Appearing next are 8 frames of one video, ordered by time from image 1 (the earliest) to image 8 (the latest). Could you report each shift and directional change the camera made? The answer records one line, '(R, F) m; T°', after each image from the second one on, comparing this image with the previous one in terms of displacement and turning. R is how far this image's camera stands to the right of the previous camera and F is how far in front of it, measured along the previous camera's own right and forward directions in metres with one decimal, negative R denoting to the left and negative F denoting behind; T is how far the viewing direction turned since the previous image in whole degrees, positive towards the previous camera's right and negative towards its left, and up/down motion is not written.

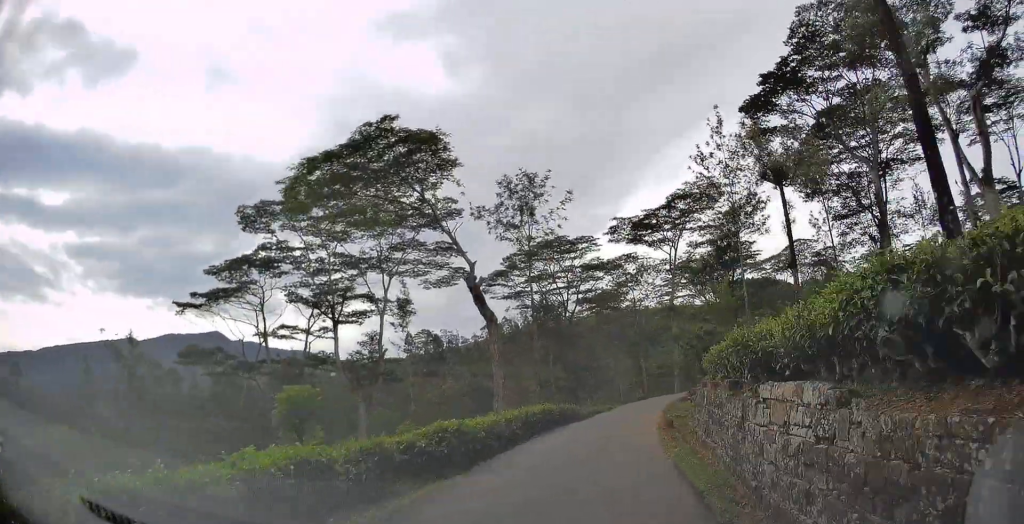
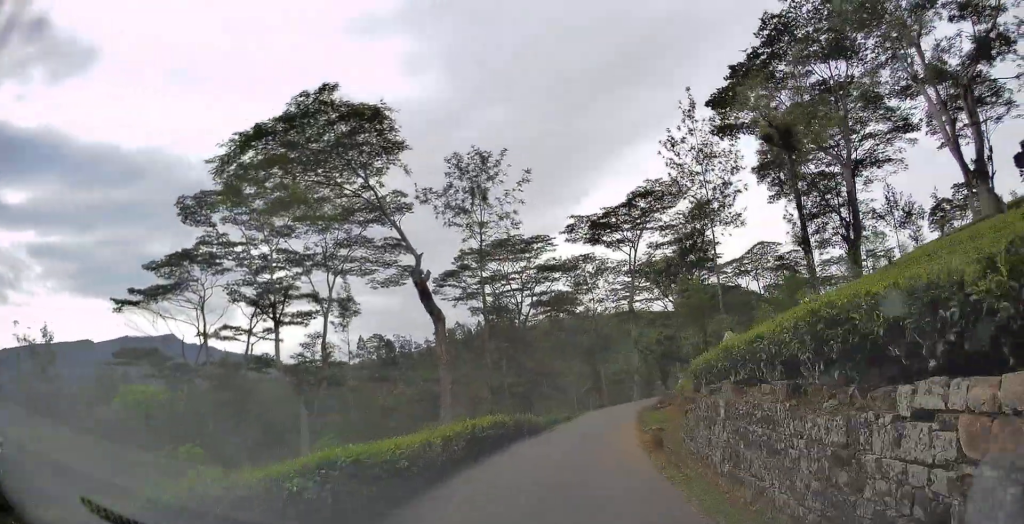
(+0.2, +4.0) m; +3°
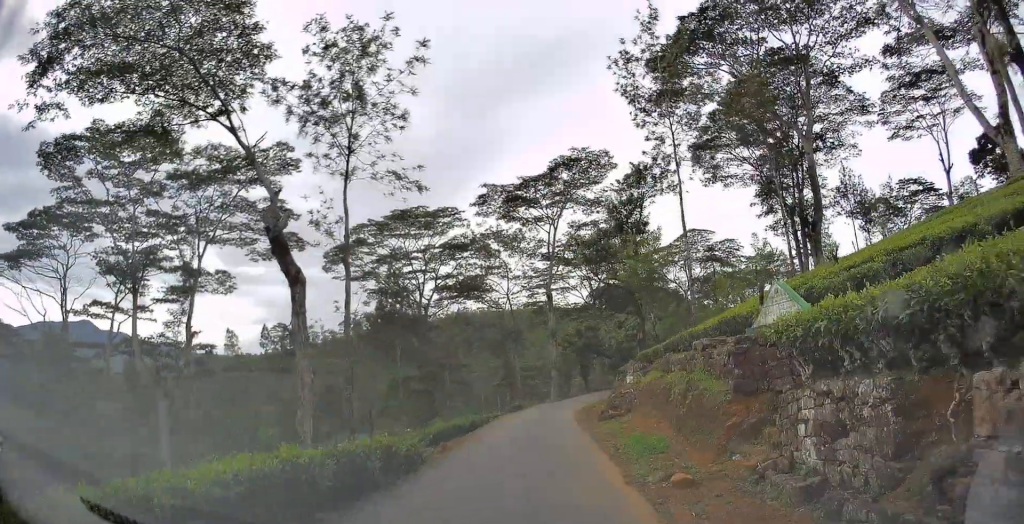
(+0.6, +10.8) m; +7°
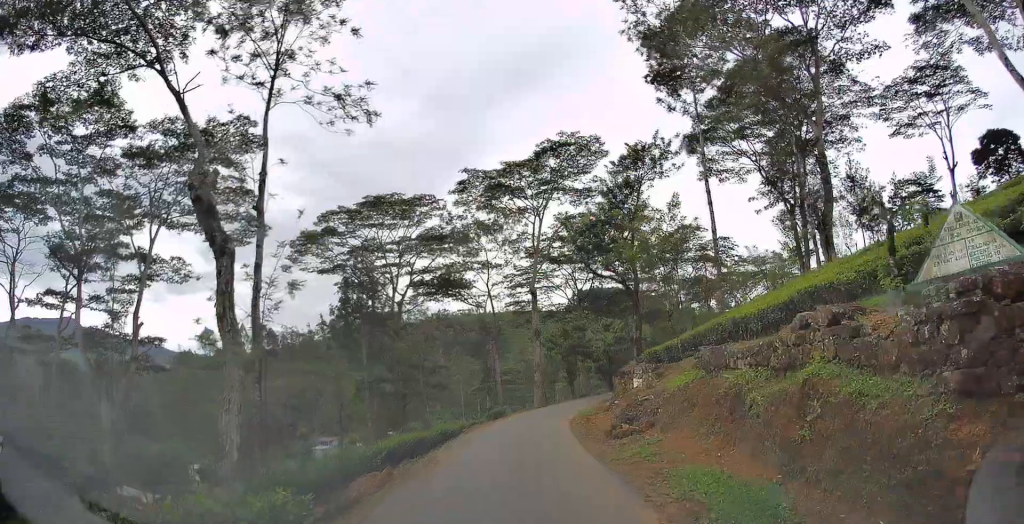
(+0.2, +5.8) m; +3°
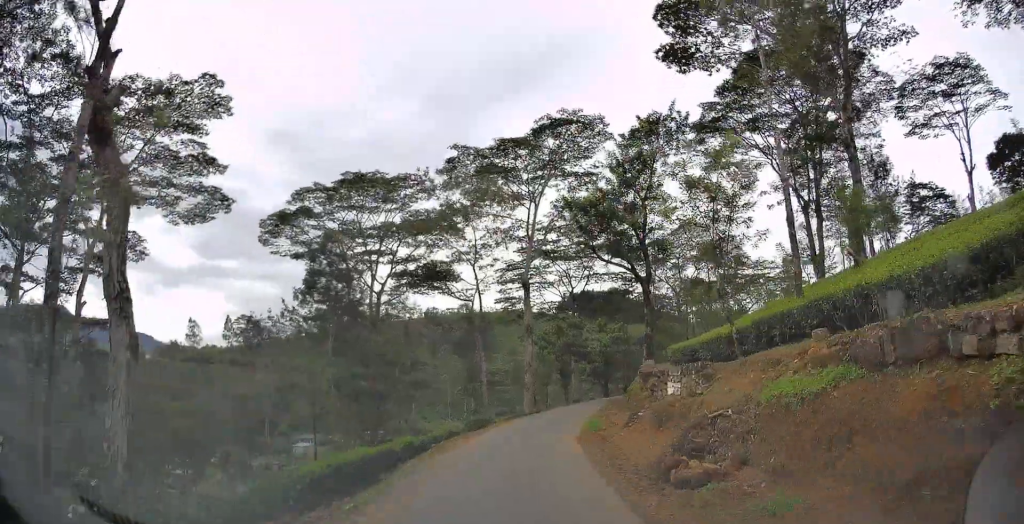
(+0.2, +6.4) m; +2°
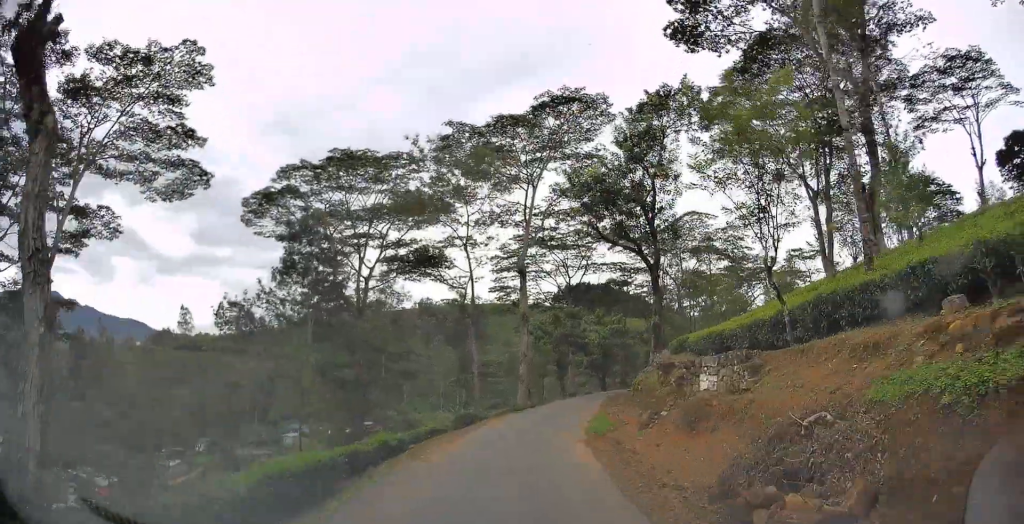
(0.0, +3.3) m; +1°
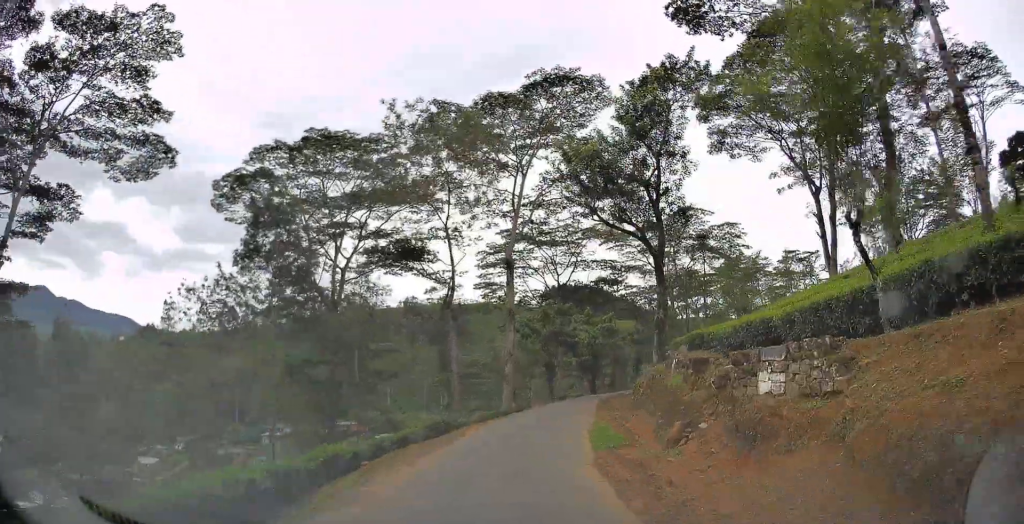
(0.0, +3.9) m; +1°
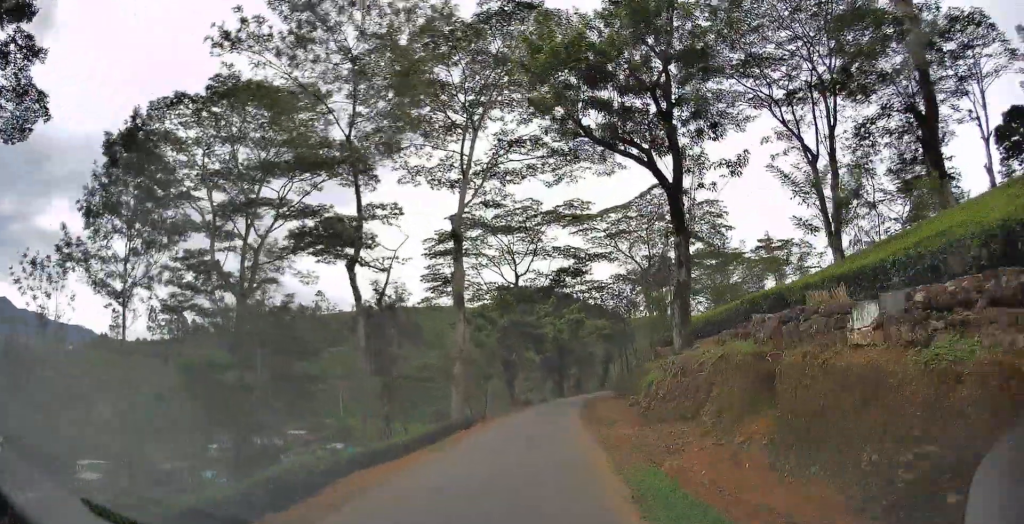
(+0.2, +10.6) m; +3°
